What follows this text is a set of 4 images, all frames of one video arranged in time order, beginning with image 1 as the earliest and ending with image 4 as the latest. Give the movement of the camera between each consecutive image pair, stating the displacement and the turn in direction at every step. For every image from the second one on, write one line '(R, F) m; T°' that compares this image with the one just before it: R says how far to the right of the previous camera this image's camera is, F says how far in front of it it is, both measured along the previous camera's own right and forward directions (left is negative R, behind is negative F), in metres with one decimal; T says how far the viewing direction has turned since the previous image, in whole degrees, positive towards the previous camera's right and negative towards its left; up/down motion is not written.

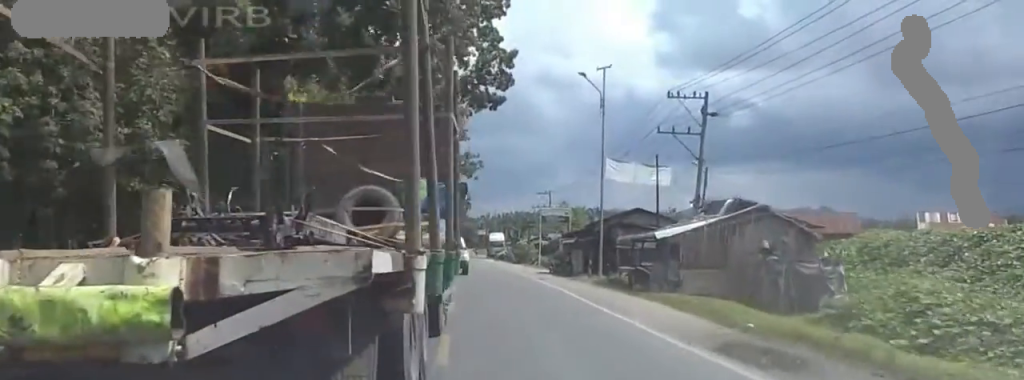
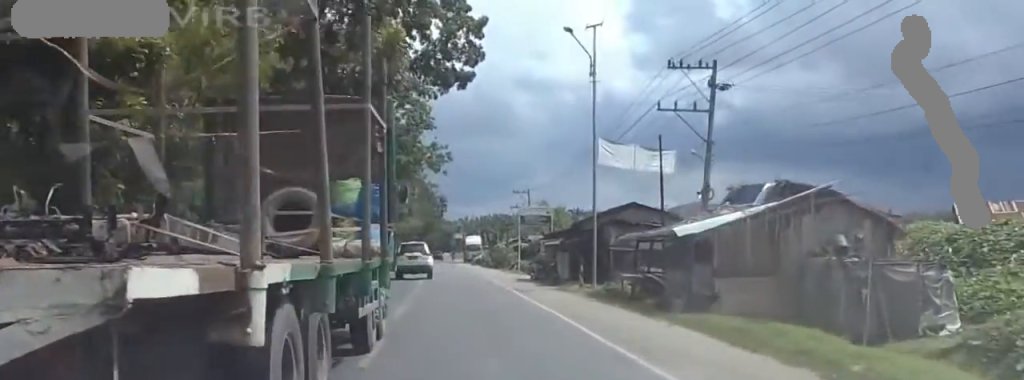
(+0.1, +8.1) m; -2°
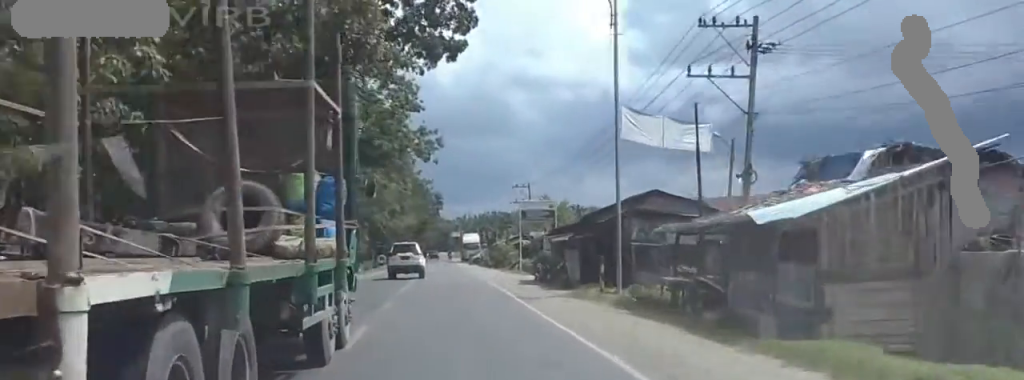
(0.0, +6.4) m; -2°
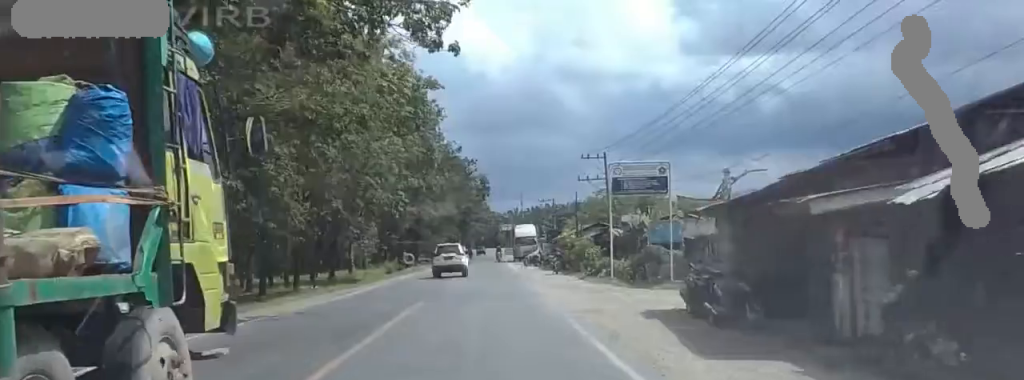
(-1.1, +23.2) m; -4°
